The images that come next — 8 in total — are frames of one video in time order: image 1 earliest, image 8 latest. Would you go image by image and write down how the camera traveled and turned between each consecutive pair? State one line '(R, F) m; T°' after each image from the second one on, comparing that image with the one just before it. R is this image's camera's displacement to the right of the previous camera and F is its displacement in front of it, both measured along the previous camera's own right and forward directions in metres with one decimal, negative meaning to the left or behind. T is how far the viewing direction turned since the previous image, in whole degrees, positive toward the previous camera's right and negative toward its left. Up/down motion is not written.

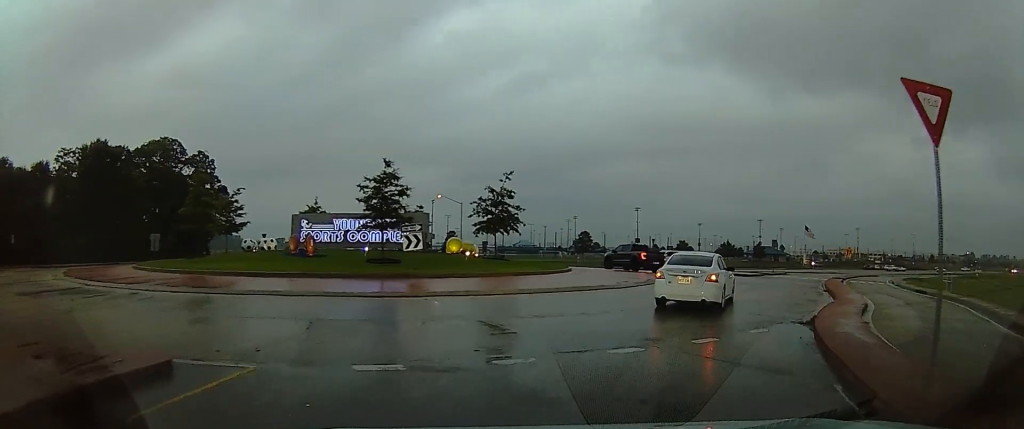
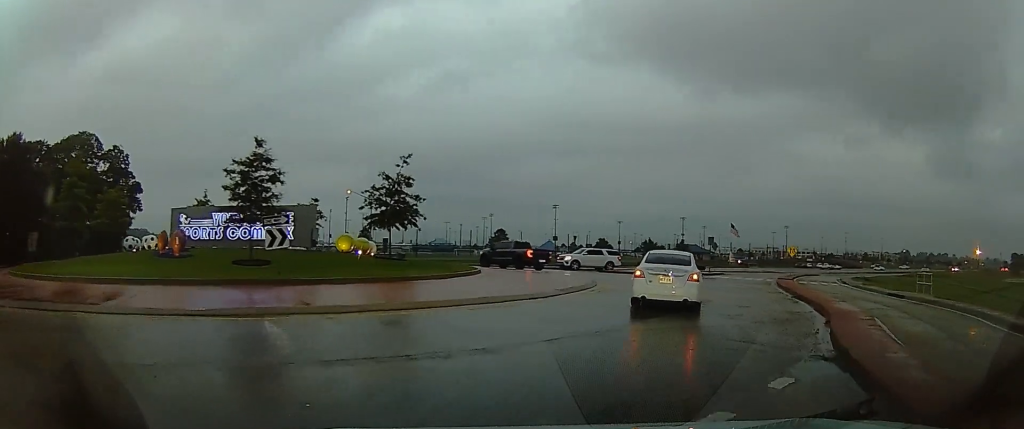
(+1.0, +4.7) m; +14°
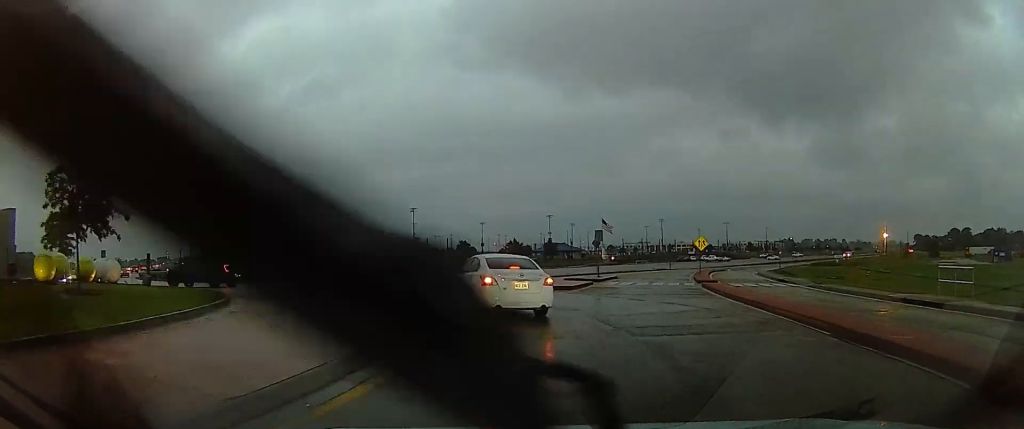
(+1.8, +11.6) m; +5°
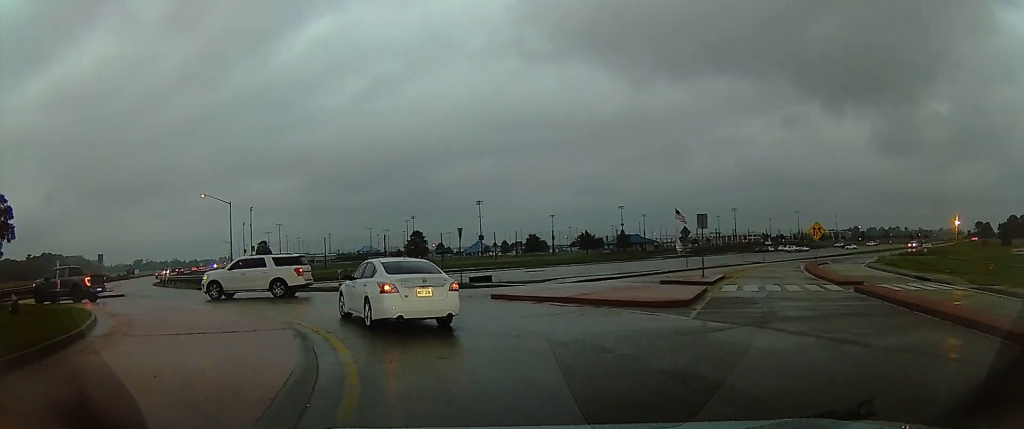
(-1.0, +10.2) m; -10°
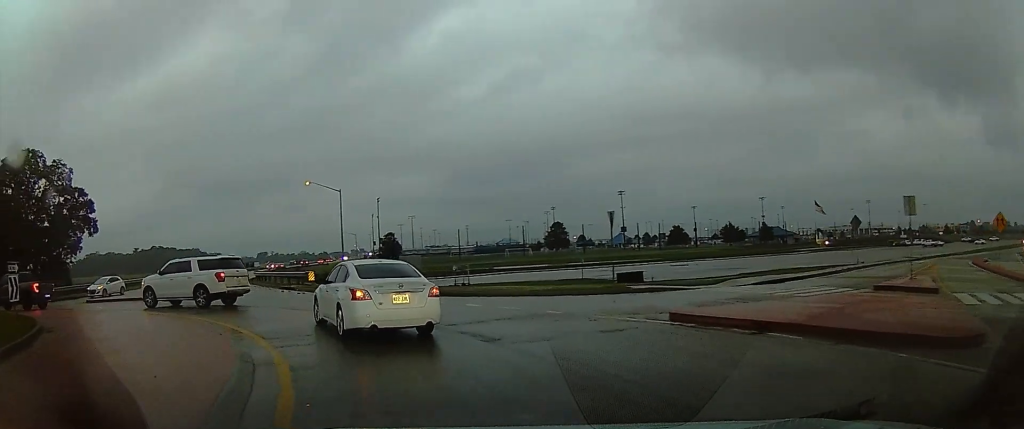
(-0.7, +7.4) m; -10°
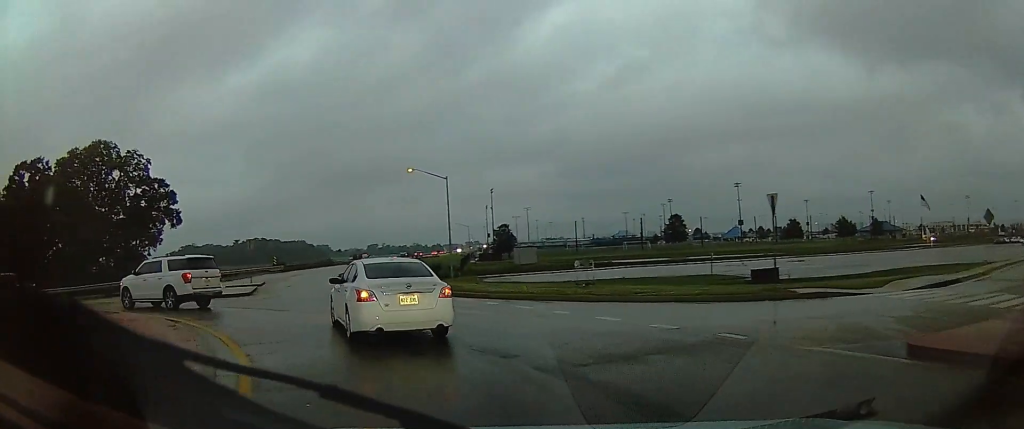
(-0.3, +4.6) m; -9°
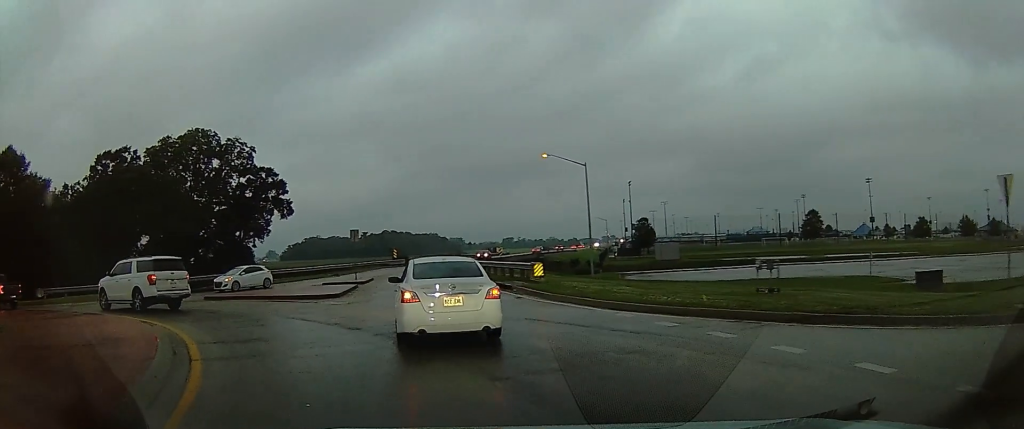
(0.0, +5.2) m; -13°
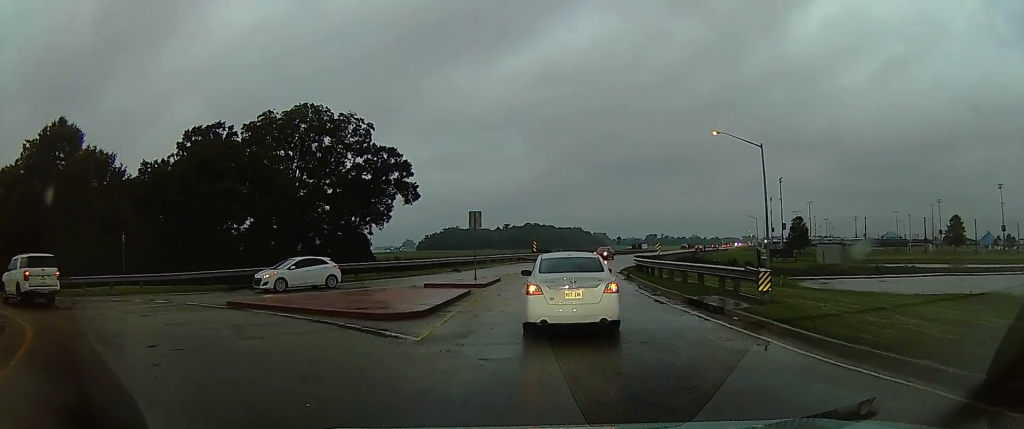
(-2.0, +9.6) m; -12°
